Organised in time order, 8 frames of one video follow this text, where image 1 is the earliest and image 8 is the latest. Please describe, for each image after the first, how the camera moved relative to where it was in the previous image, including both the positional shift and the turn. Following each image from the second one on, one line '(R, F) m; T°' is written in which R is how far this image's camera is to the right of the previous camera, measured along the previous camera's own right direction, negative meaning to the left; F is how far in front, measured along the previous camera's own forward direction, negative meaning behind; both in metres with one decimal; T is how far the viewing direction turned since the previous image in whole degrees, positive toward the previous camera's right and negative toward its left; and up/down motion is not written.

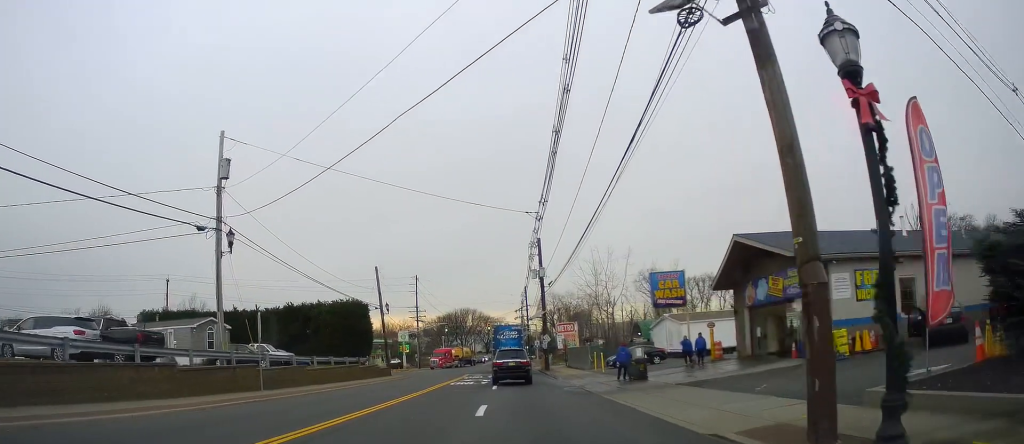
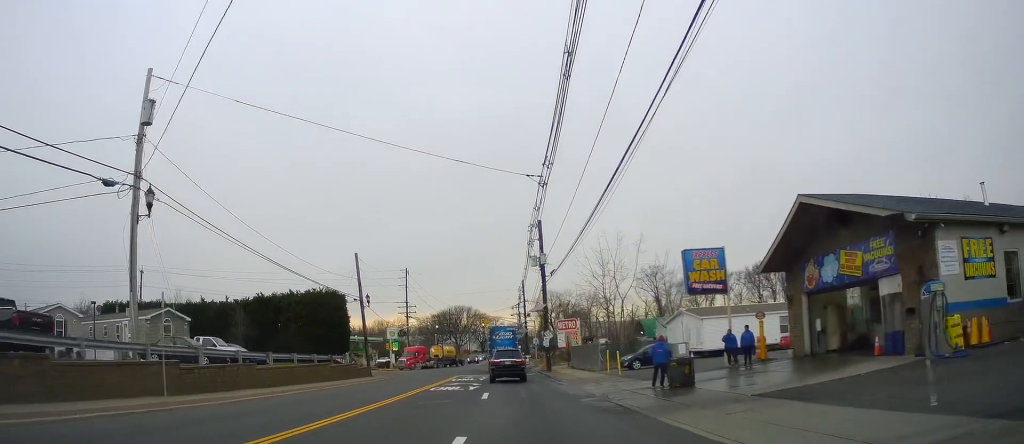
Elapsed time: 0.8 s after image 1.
(+0.1, +6.5) m; +2°
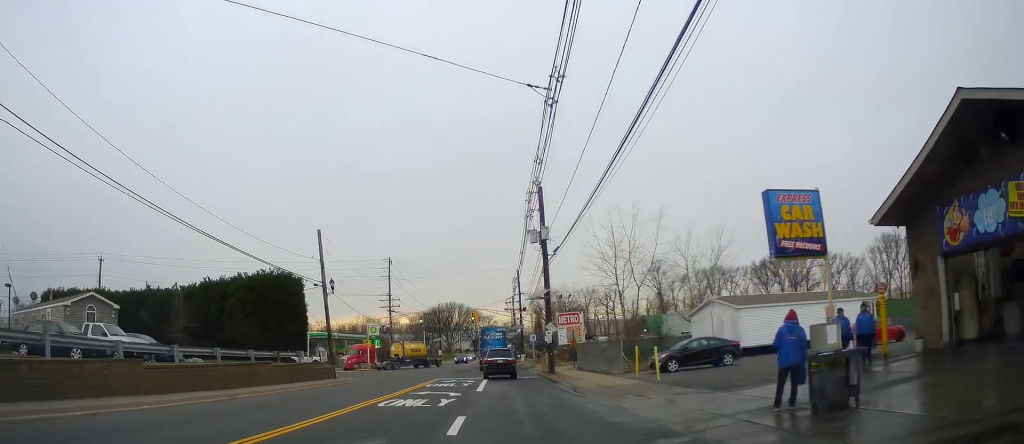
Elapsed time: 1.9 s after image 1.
(+0.3, +8.9) m; 0°
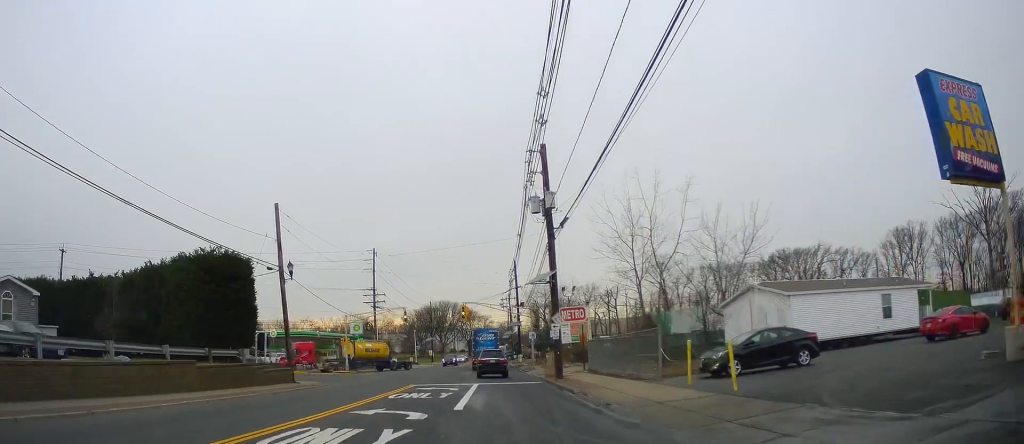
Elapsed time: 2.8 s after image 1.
(-0.1, +7.7) m; 0°
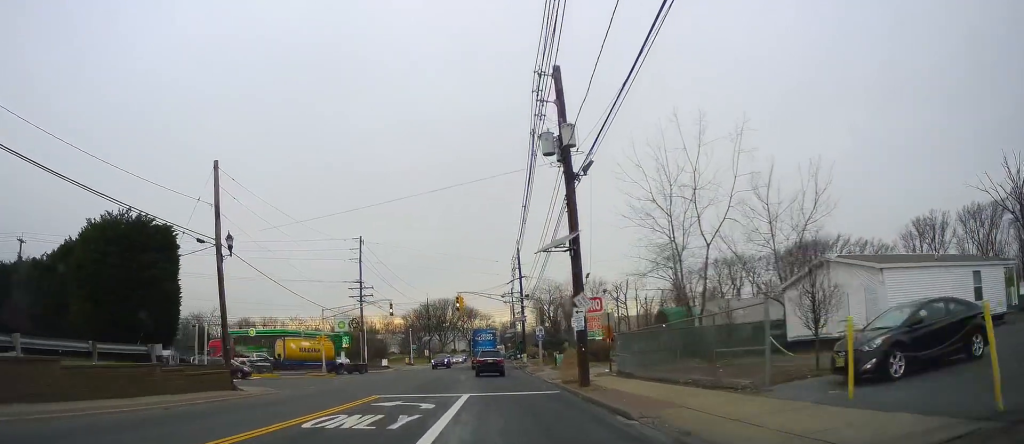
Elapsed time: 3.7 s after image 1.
(+0.1, +8.4) m; +2°
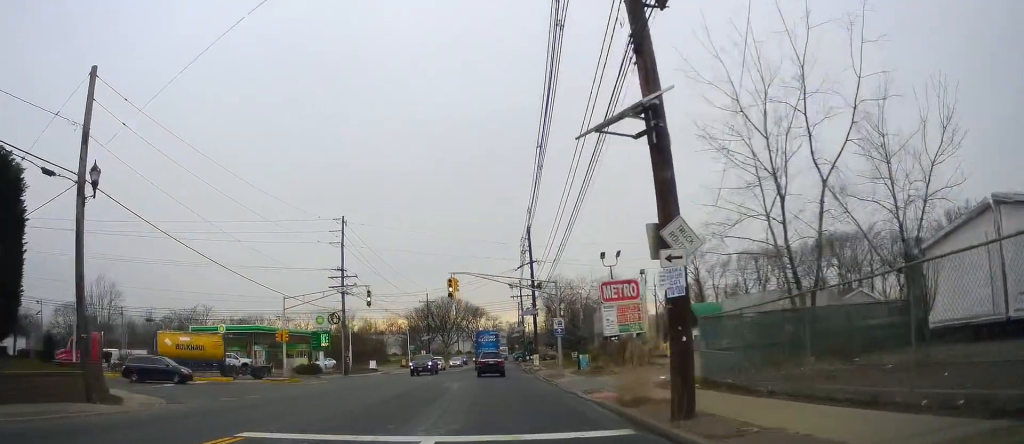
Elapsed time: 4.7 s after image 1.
(+0.2, +10.9) m; 0°
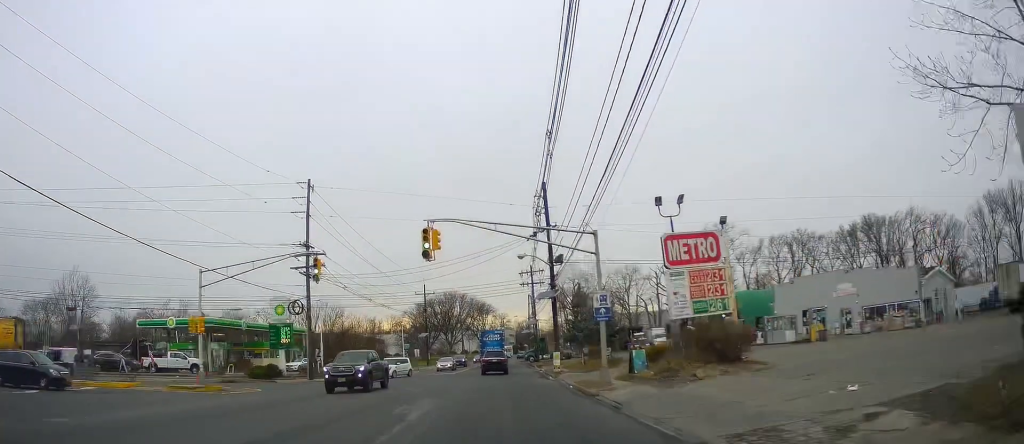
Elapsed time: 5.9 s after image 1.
(-0.5, +13.2) m; -2°
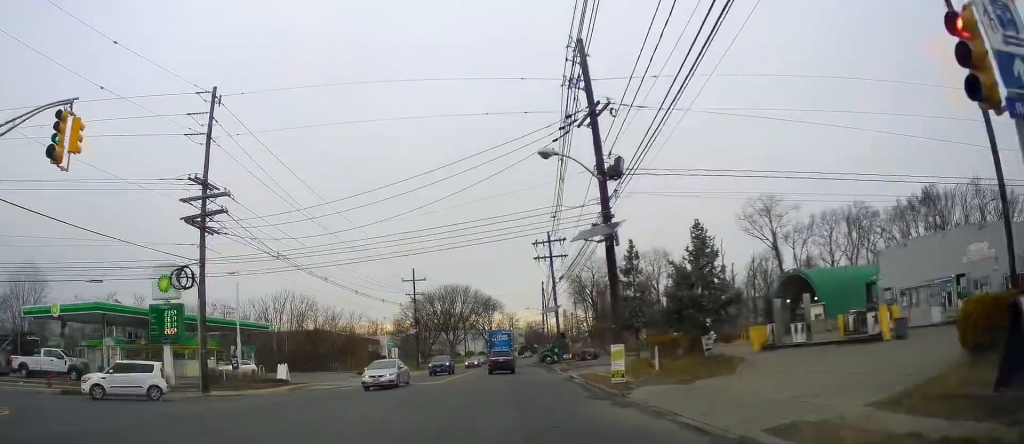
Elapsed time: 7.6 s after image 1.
(+0.3, +19.2) m; -1°
